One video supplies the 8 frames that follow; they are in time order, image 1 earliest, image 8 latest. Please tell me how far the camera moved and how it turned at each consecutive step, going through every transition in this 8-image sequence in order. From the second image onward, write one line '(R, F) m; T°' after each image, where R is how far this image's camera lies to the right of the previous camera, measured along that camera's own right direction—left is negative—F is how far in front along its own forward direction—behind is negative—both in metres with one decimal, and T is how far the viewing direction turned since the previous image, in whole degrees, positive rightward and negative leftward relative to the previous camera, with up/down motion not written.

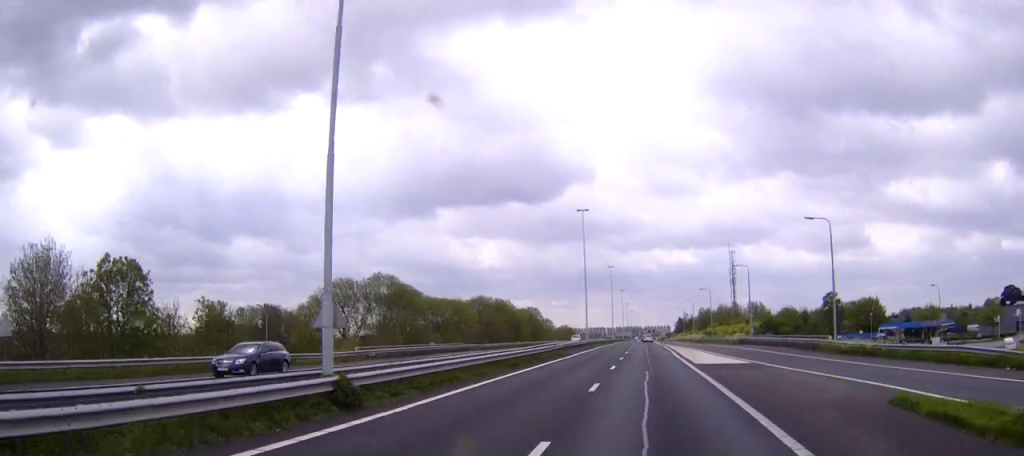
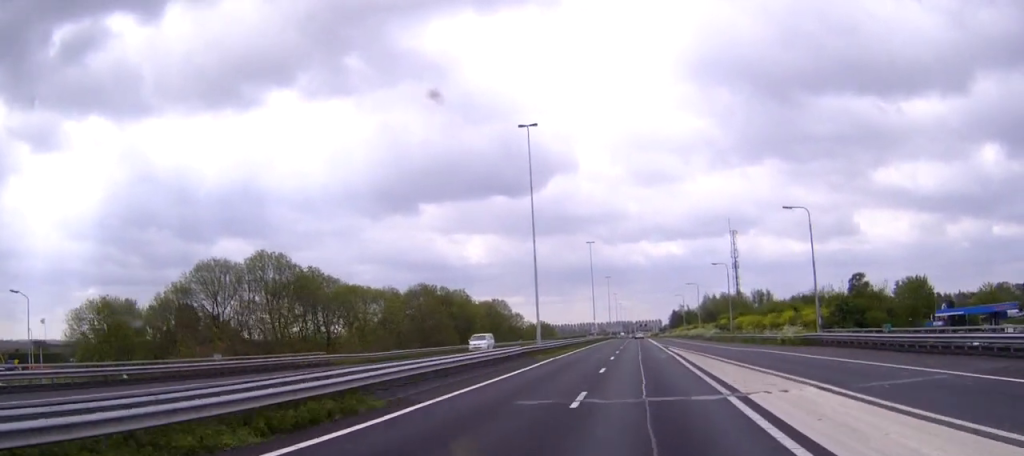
(+0.2, +38.9) m; 0°
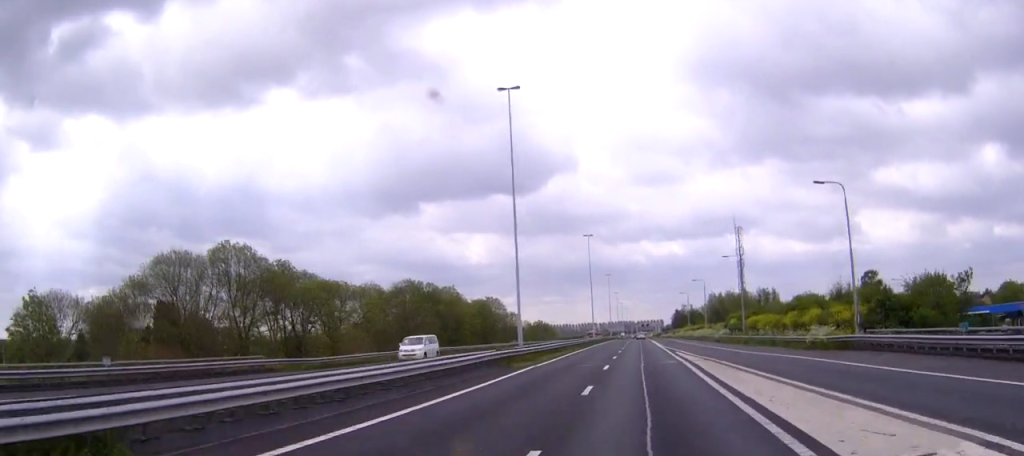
(-0.1, +9.6) m; 0°
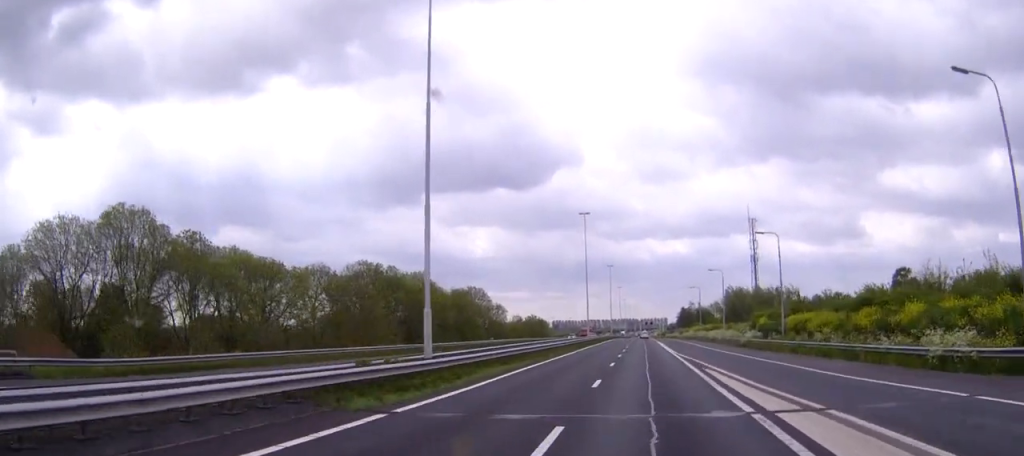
(-0.1, +21.5) m; 0°
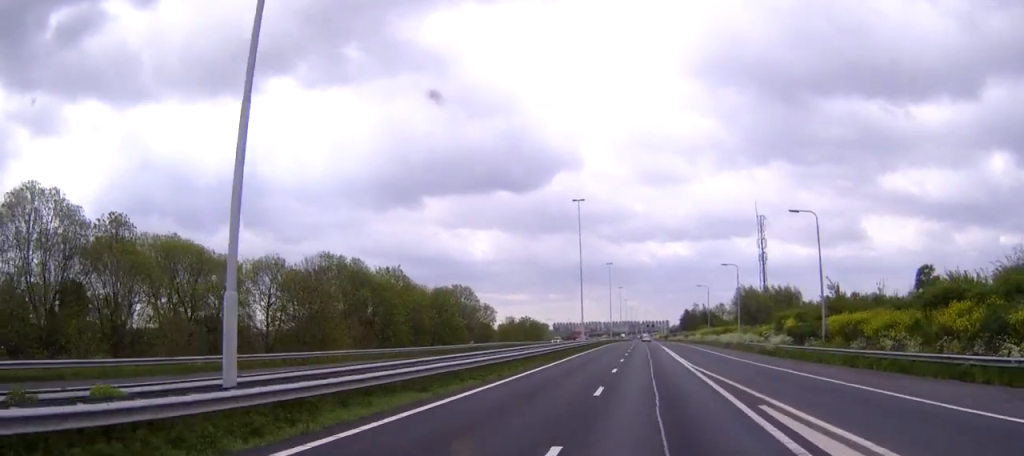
(0.0, +13.5) m; 0°
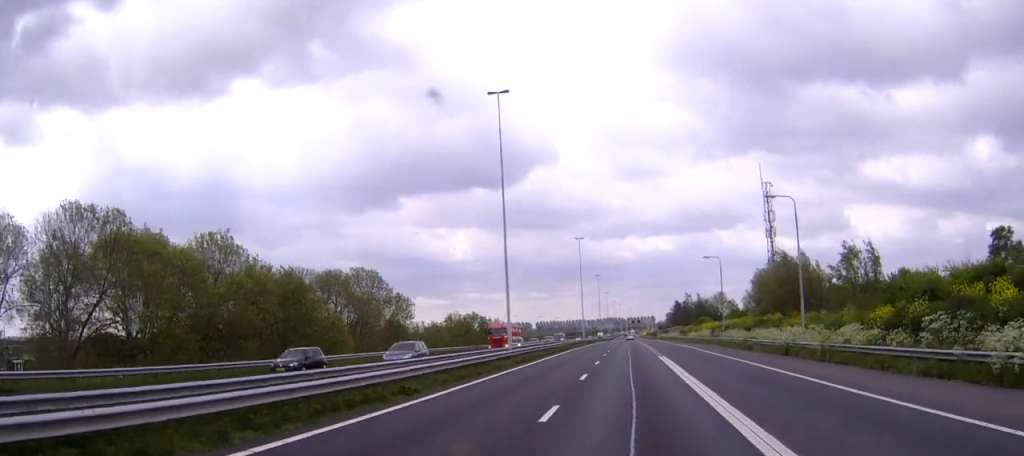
(+0.2, +42.0) m; 0°
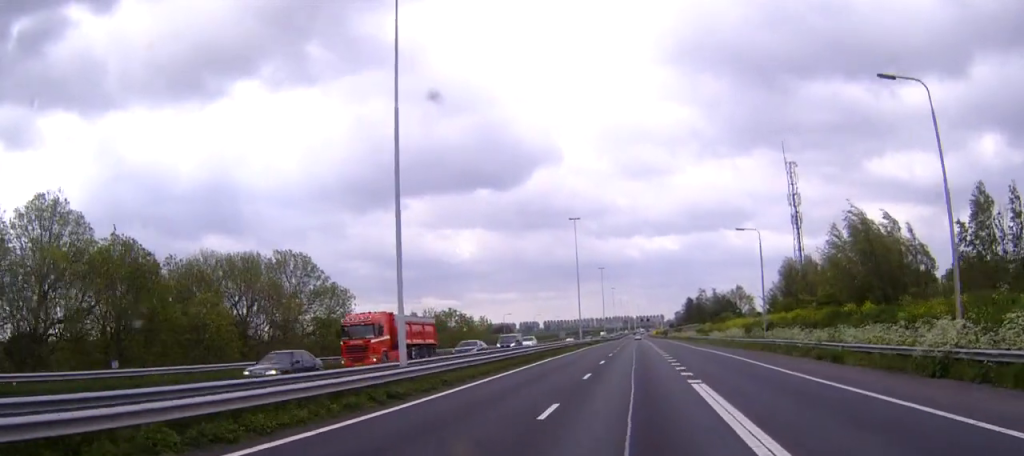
(+0.1, +23.8) m; 0°
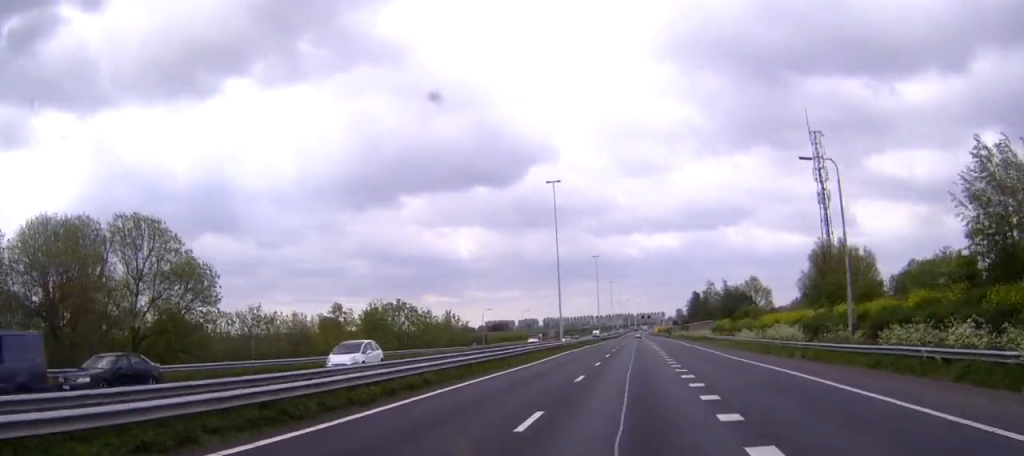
(0.0, +26.1) m; 0°
